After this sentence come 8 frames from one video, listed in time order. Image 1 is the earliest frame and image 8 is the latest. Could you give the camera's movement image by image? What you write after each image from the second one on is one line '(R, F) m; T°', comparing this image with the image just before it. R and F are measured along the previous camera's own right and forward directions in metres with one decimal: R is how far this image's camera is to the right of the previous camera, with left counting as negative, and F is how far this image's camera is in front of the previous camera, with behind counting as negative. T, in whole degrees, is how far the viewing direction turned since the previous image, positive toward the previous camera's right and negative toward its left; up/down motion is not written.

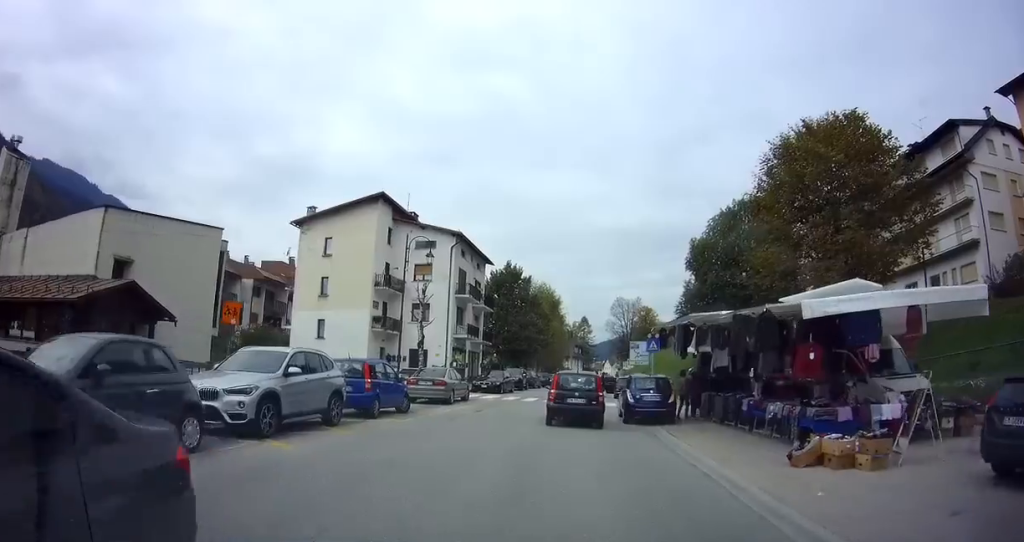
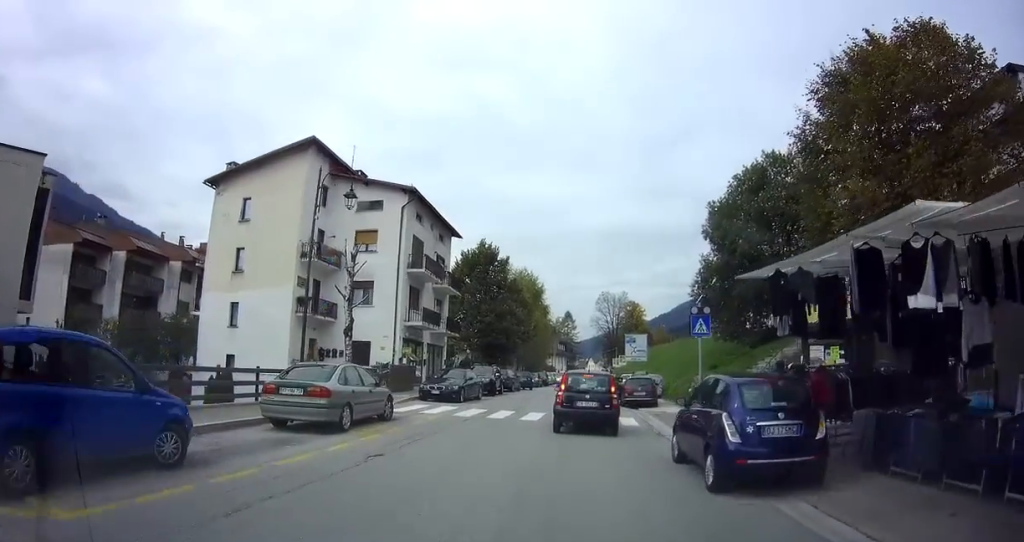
(+1.6, +10.4) m; +18°
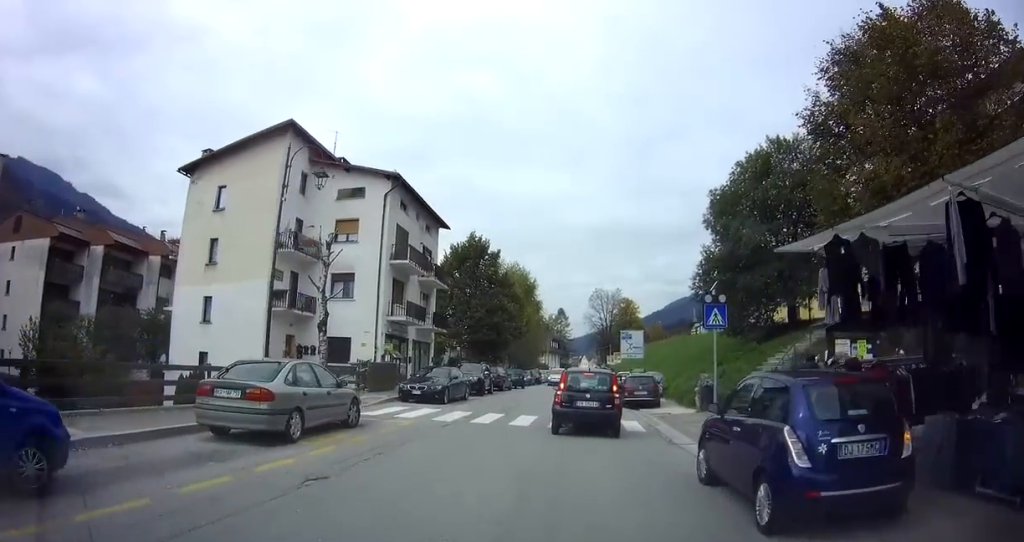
(0.0, +2.1) m; +1°
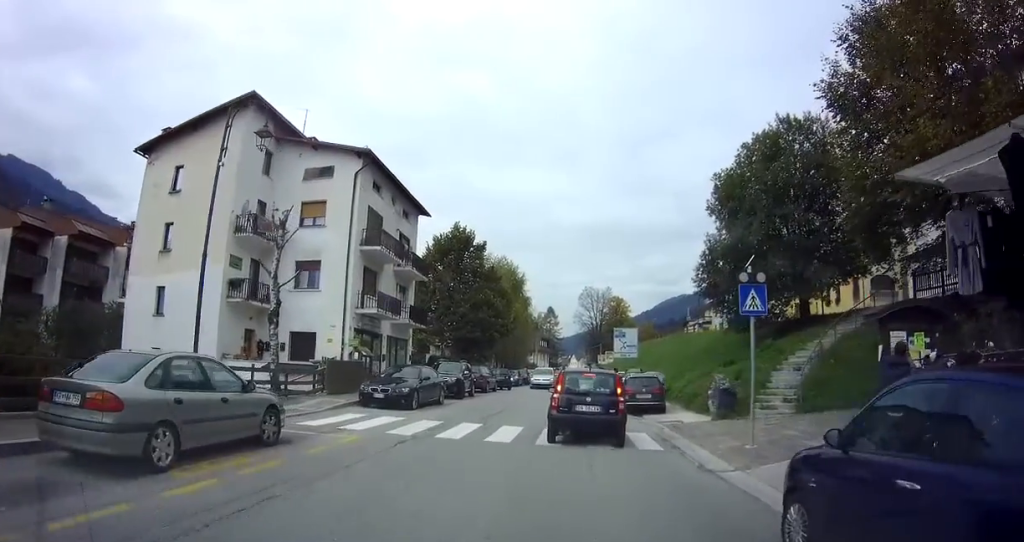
(+0.1, +3.5) m; 0°
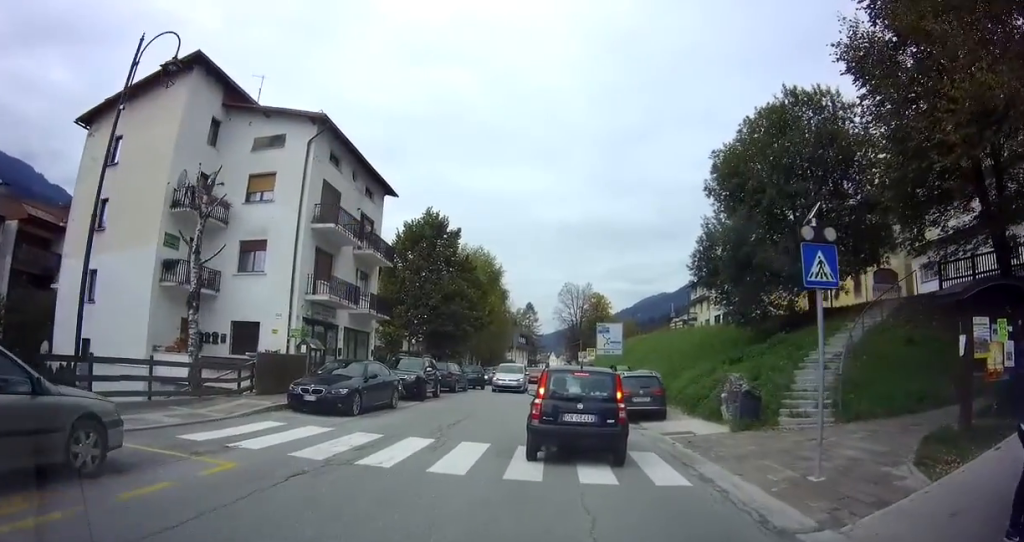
(-0.1, +3.7) m; +9°
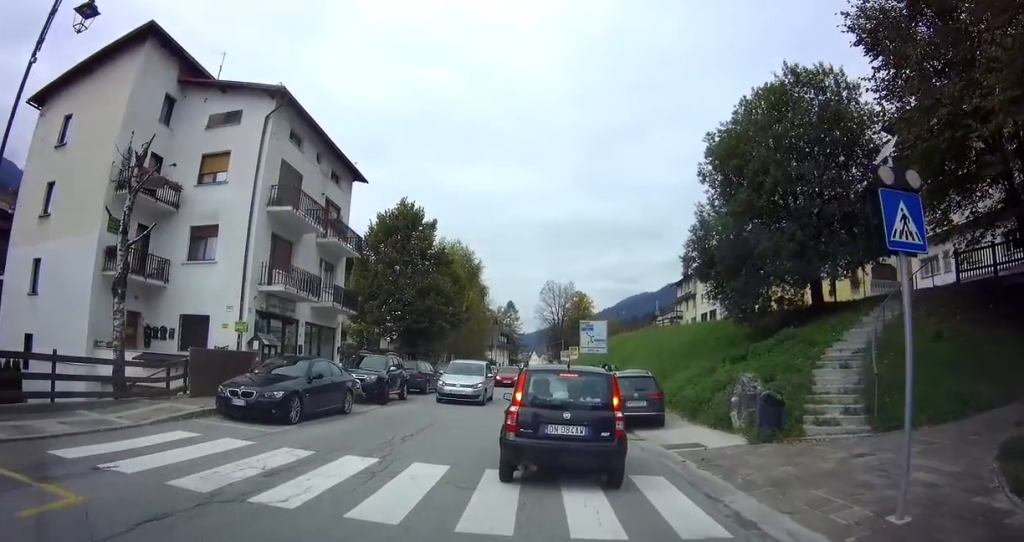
(+0.7, +2.6) m; +11°
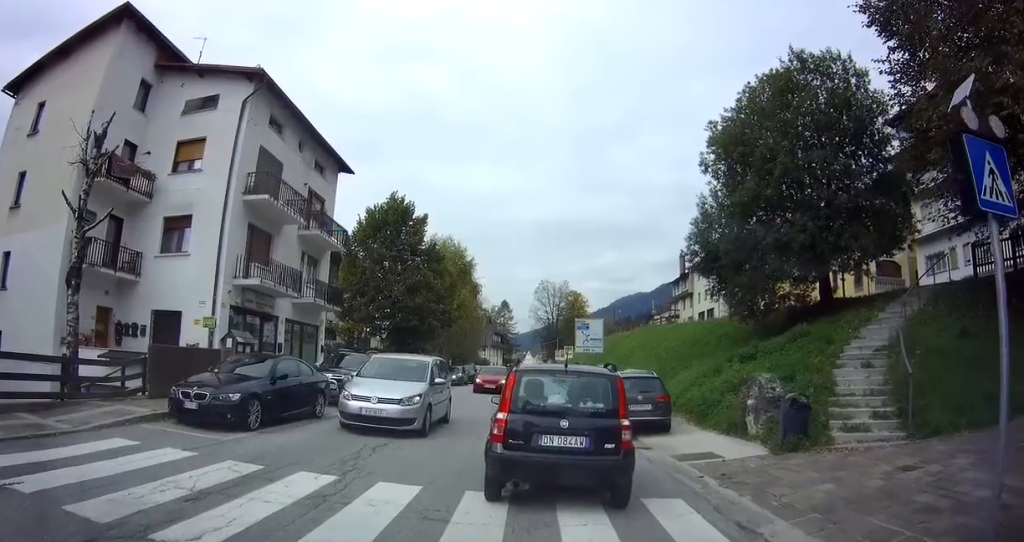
(-0.1, +2.0) m; +1°
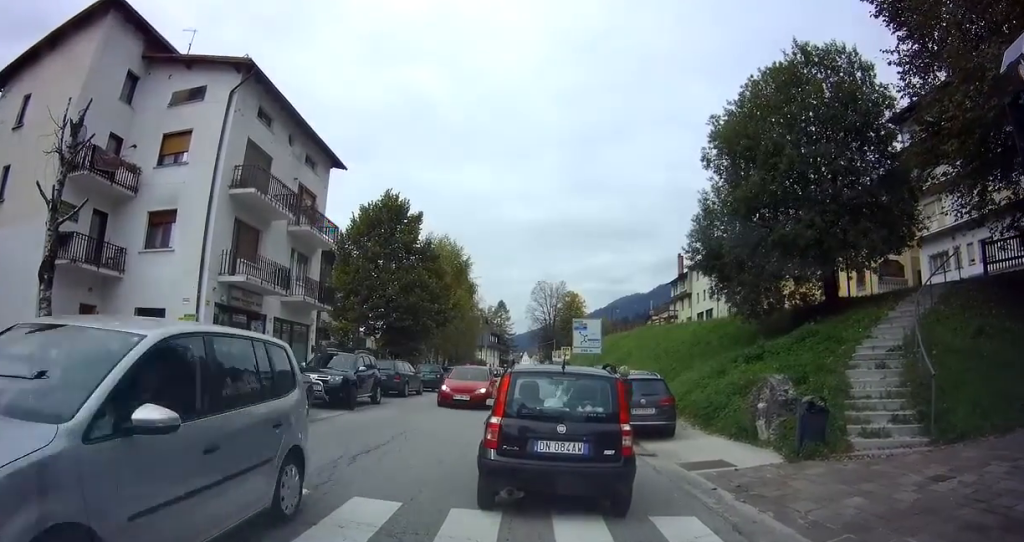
(+0.3, +1.5) m; 0°
